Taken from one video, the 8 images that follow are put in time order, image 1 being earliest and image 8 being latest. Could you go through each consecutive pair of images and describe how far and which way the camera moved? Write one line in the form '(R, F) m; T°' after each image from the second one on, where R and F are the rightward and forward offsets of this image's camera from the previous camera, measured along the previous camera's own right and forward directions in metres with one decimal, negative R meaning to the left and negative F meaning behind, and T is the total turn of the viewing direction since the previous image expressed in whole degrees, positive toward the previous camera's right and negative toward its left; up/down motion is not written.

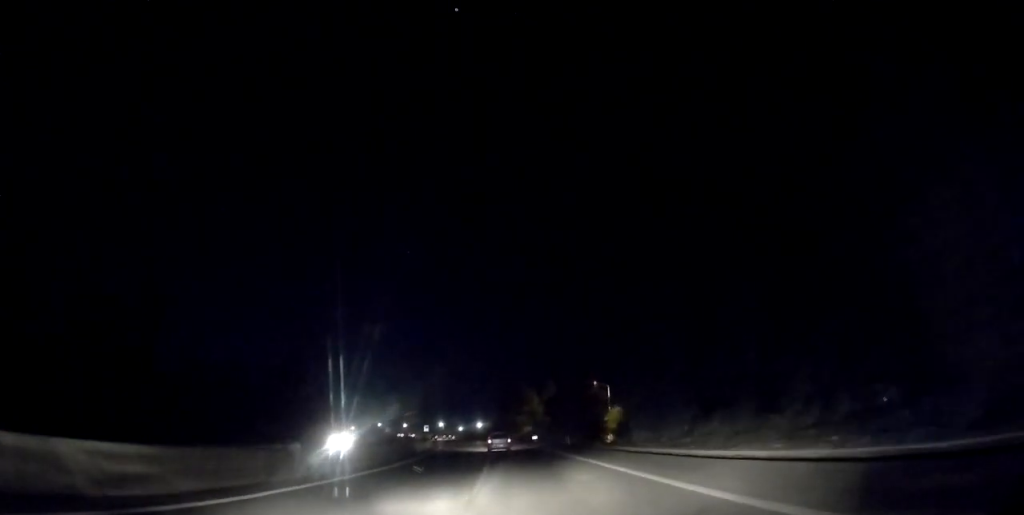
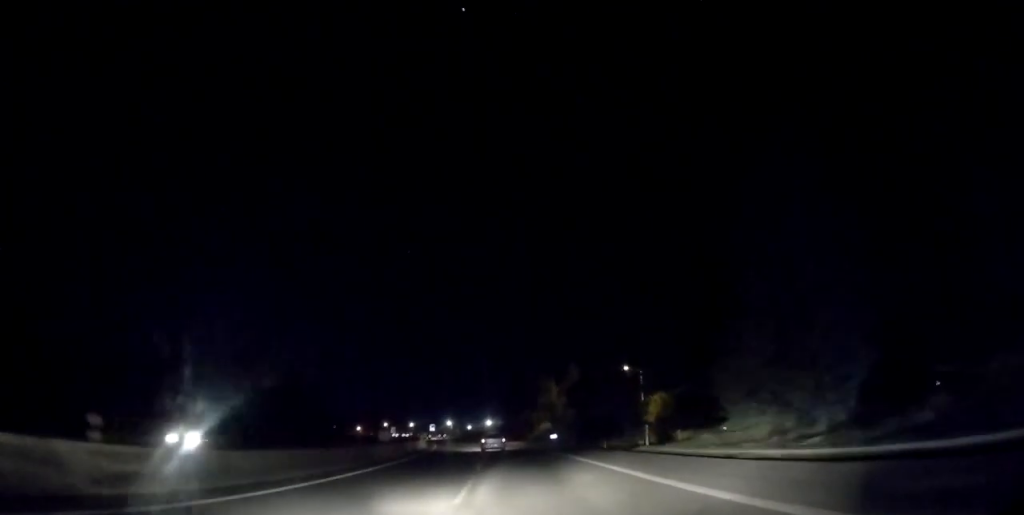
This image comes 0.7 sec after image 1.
(+0.4, +16.6) m; 0°
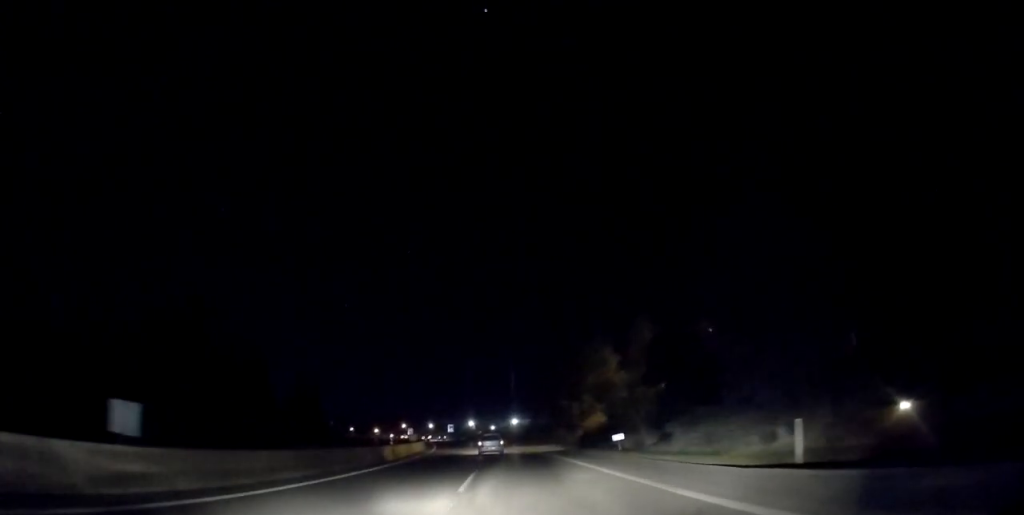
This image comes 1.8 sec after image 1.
(-0.6, +24.7) m; -3°
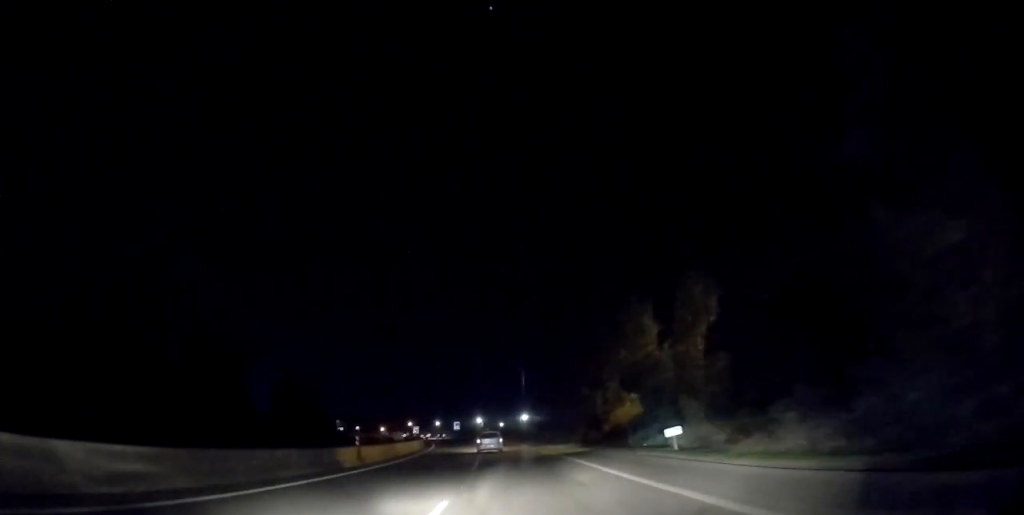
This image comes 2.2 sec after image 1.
(-0.3, +9.6) m; -1°
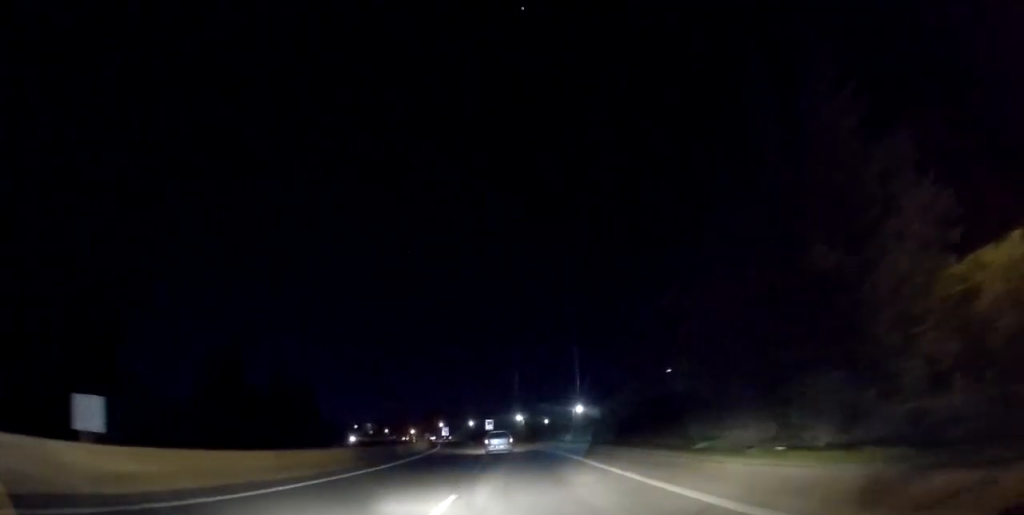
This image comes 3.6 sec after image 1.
(-1.0, +32.8) m; -3°
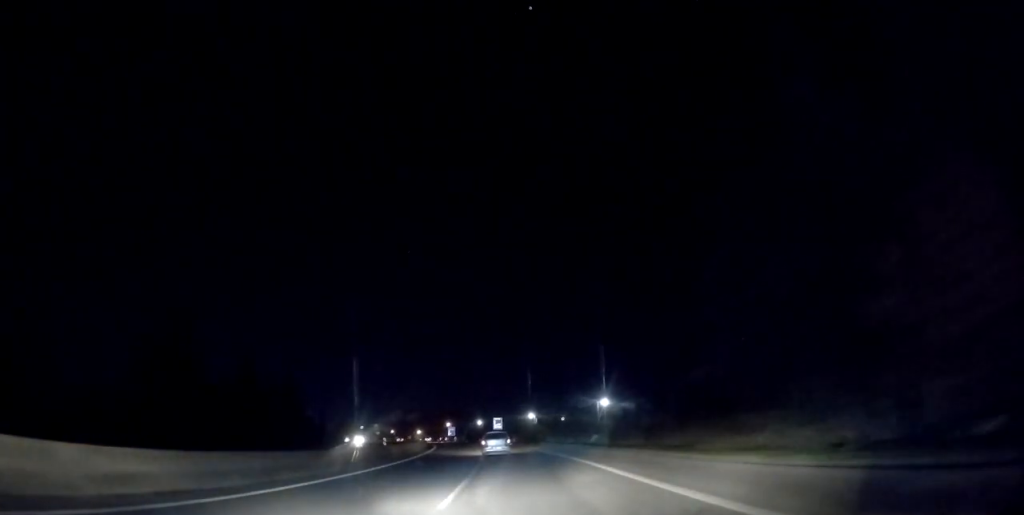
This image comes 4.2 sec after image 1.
(-0.2, +13.8) m; -2°
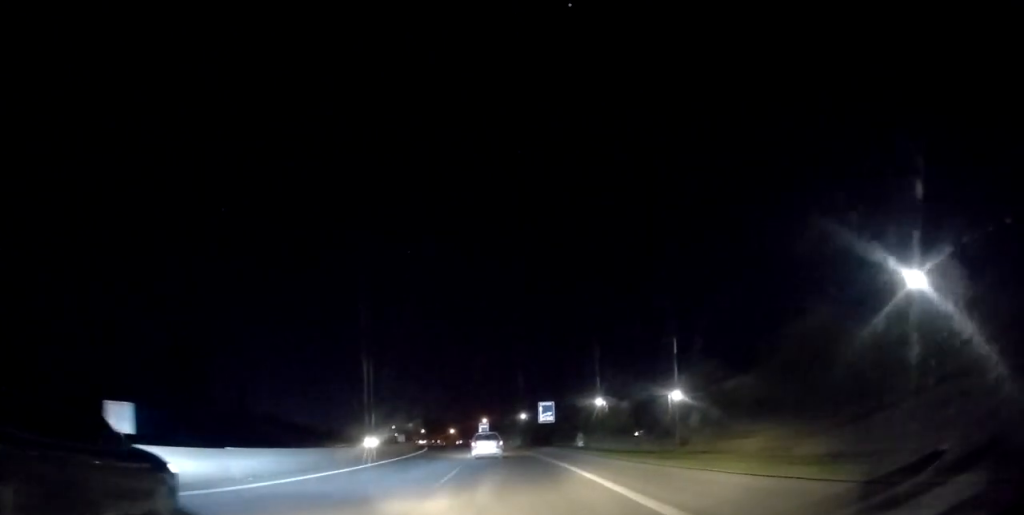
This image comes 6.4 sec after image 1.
(-2.0, +46.7) m; -4°
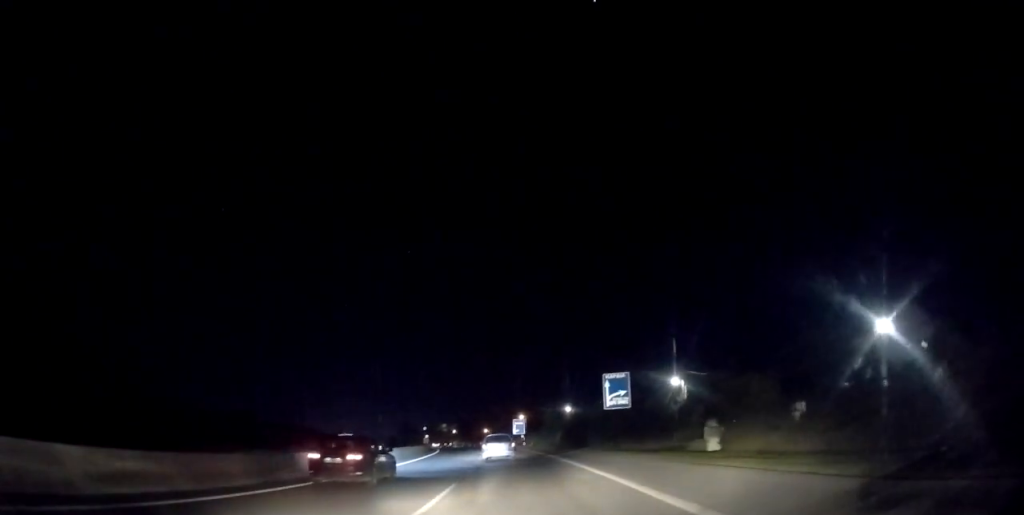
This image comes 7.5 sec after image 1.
(-0.7, +23.7) m; -4°
